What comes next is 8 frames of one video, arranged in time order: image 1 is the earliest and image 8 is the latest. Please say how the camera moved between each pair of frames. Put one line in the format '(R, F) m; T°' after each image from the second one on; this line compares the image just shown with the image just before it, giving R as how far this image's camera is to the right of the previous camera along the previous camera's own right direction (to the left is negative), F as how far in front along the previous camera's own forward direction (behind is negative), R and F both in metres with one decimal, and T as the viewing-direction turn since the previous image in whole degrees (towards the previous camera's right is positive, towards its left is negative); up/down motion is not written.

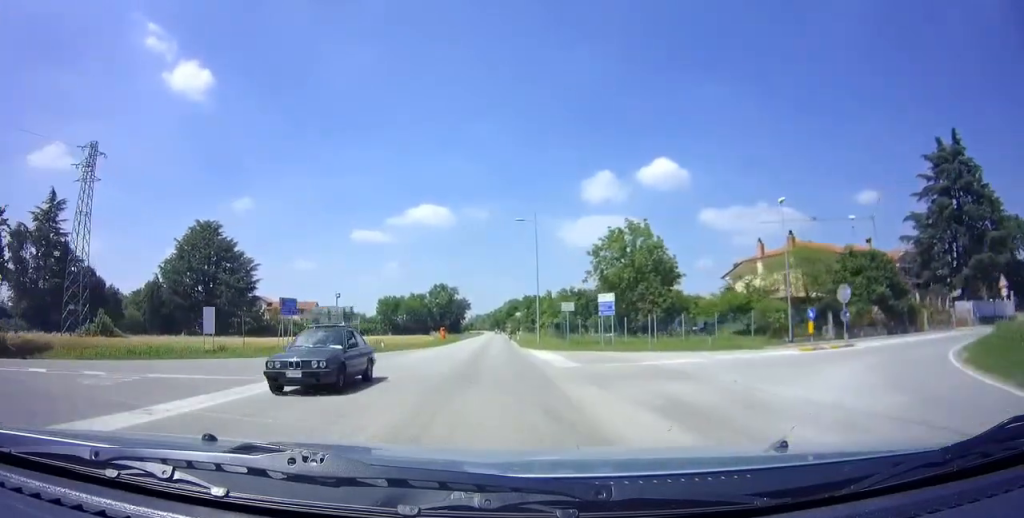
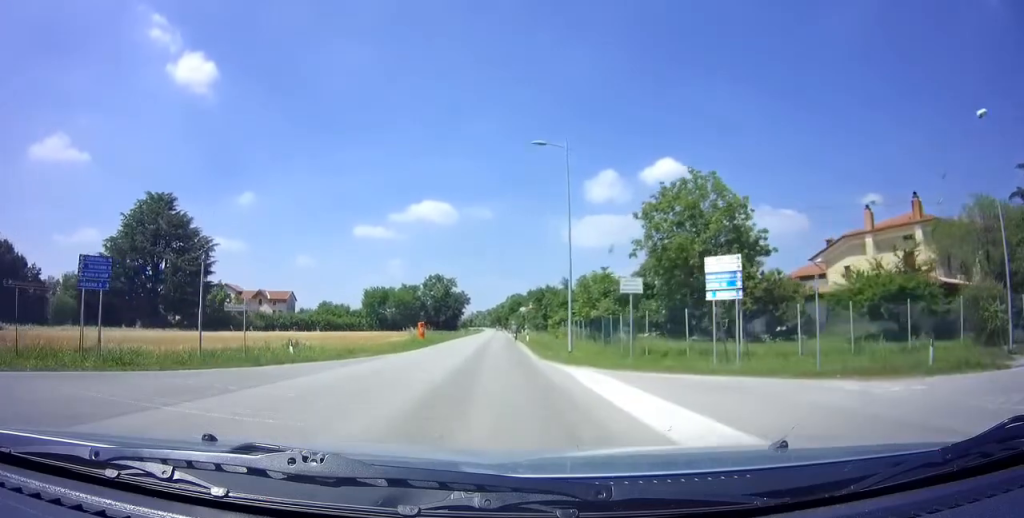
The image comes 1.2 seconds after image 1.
(-0.1, +15.3) m; 0°
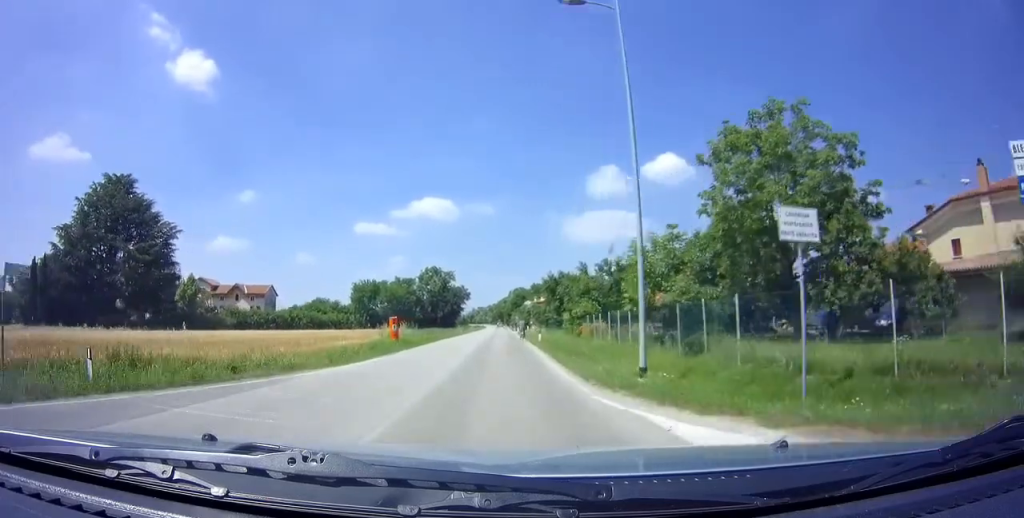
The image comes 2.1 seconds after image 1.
(0.0, +10.3) m; 0°
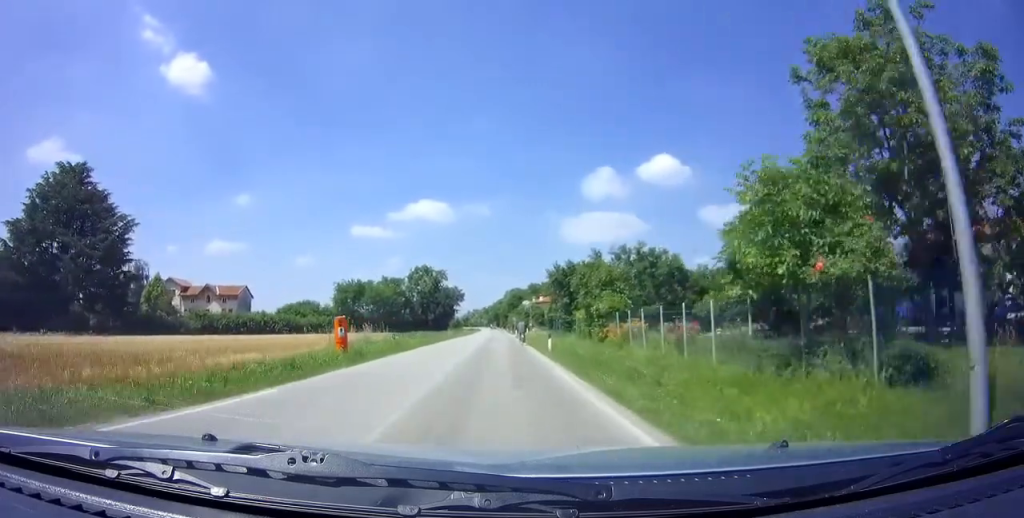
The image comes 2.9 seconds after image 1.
(0.0, +8.4) m; 0°
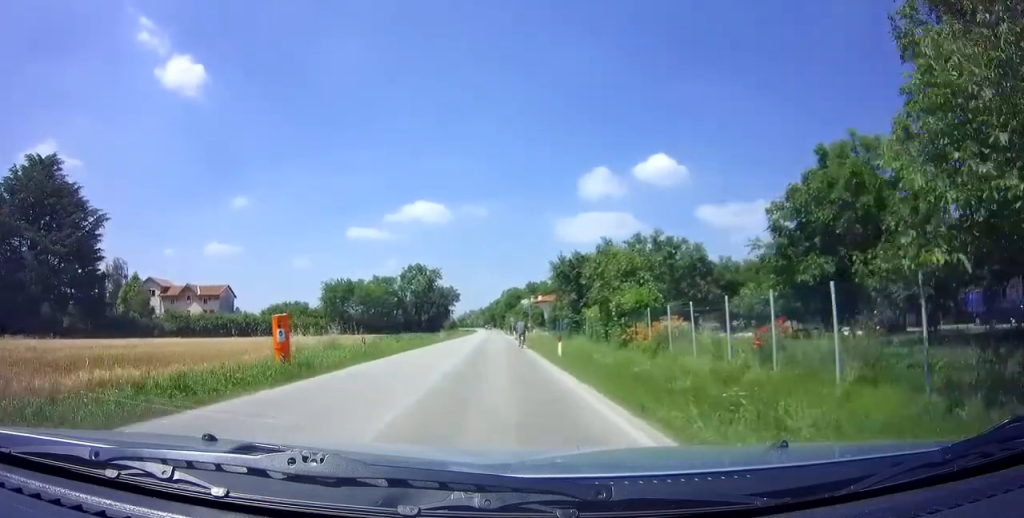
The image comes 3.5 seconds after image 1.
(0.0, +5.4) m; 0°
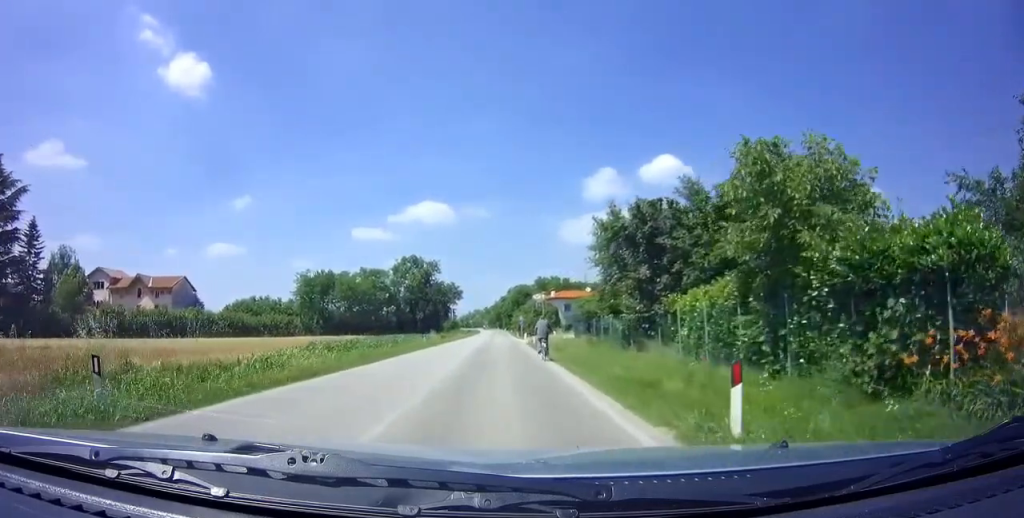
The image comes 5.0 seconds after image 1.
(-0.1, +12.6) m; -1°
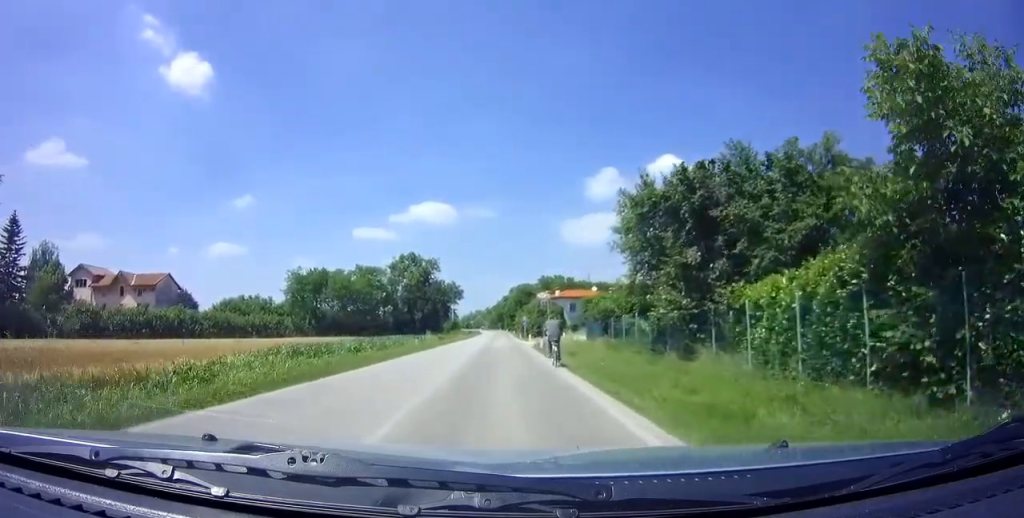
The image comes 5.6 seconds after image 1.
(0.0, +3.9) m; 0°
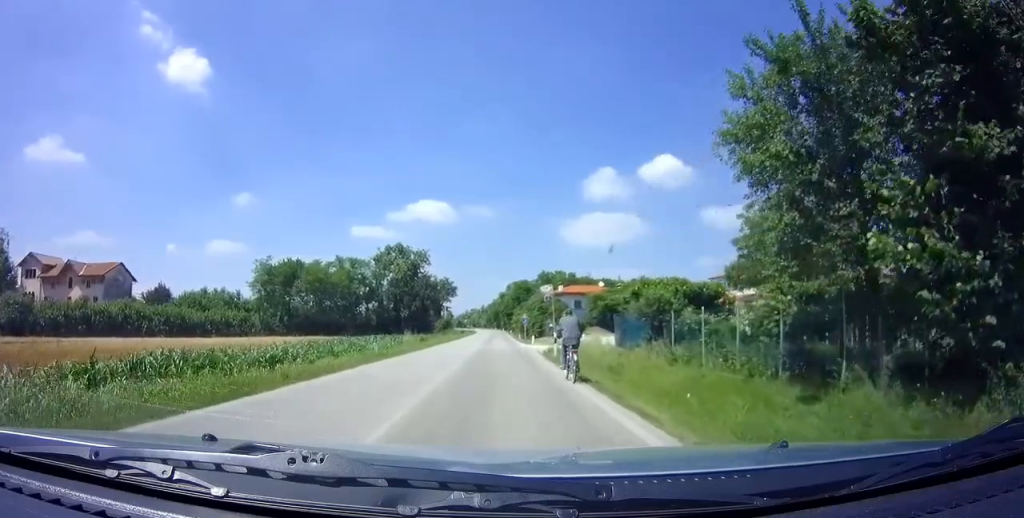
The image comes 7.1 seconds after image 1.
(0.0, +8.5) m; 0°
